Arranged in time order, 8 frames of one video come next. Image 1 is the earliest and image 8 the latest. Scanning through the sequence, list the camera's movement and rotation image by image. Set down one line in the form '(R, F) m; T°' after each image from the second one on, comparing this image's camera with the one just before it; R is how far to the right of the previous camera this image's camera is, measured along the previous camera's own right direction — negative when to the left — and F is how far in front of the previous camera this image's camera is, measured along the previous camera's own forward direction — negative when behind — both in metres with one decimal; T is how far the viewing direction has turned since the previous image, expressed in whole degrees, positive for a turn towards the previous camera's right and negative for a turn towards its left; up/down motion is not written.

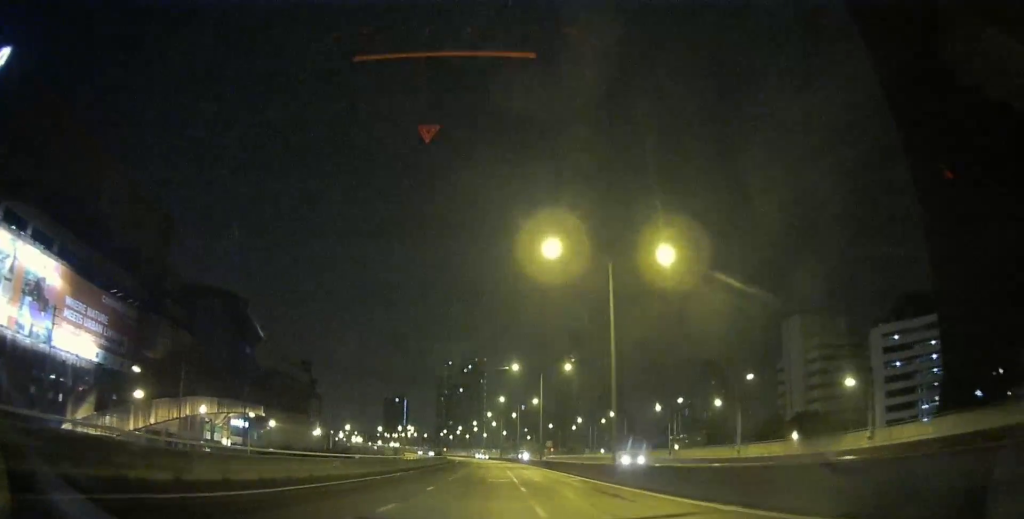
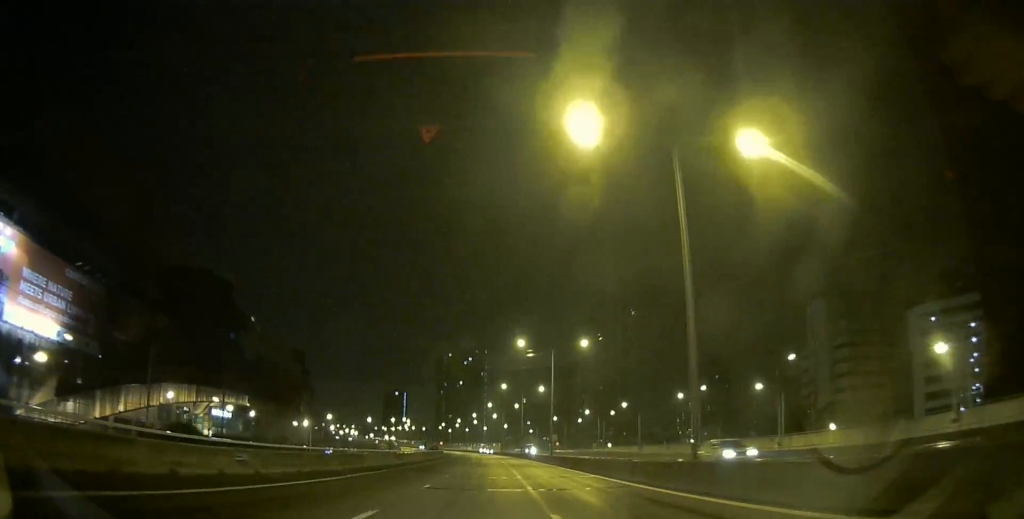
(0.0, +12.1) m; 0°
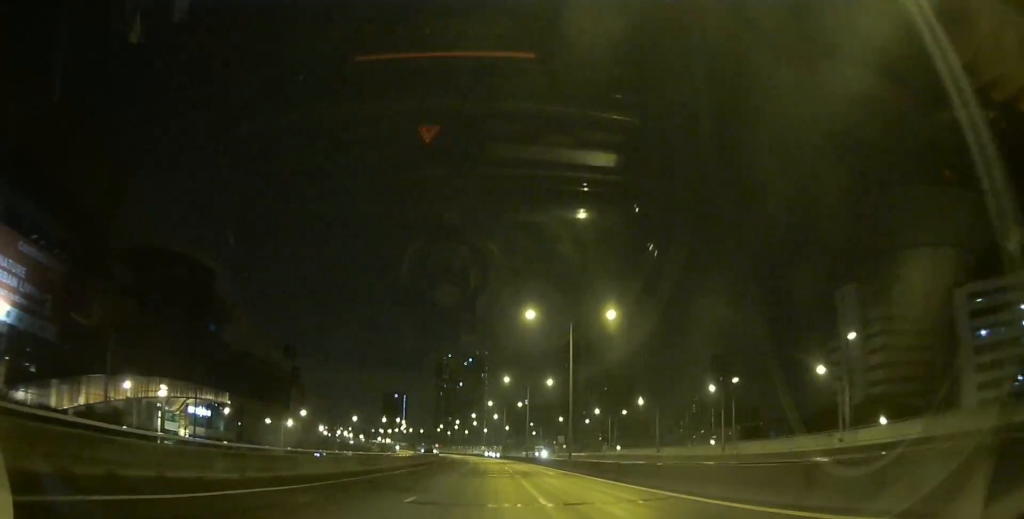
(0.0, +12.6) m; 0°
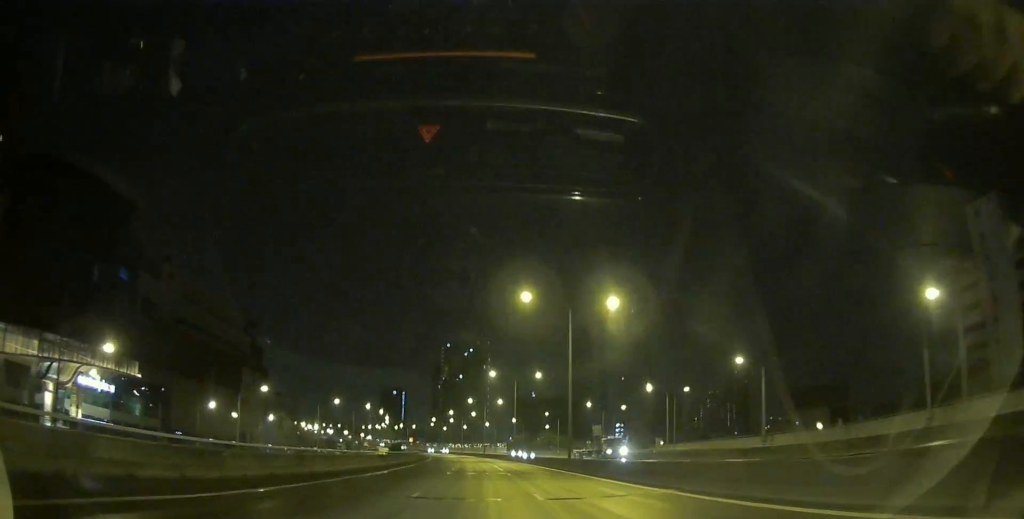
(0.0, +43.7) m; 0°
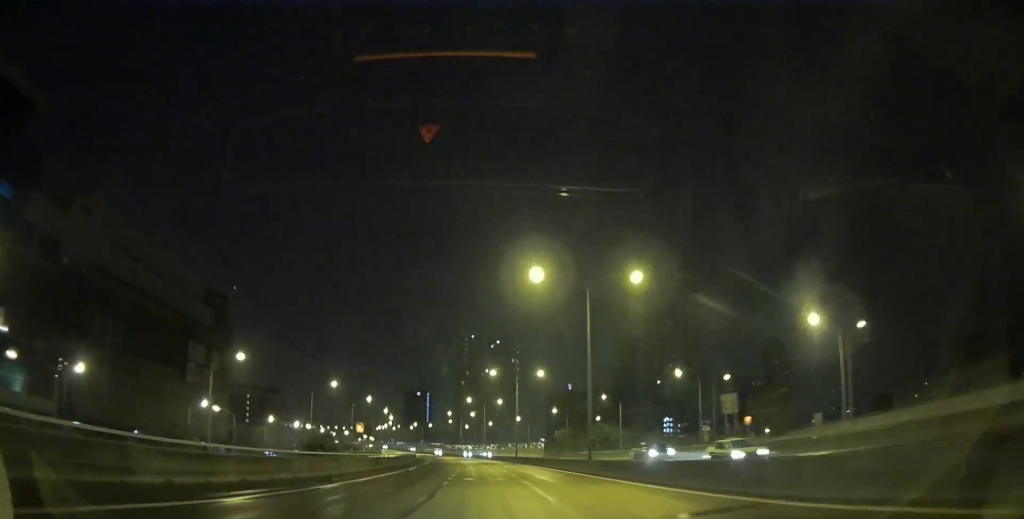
(-0.5, +44.1) m; -2°
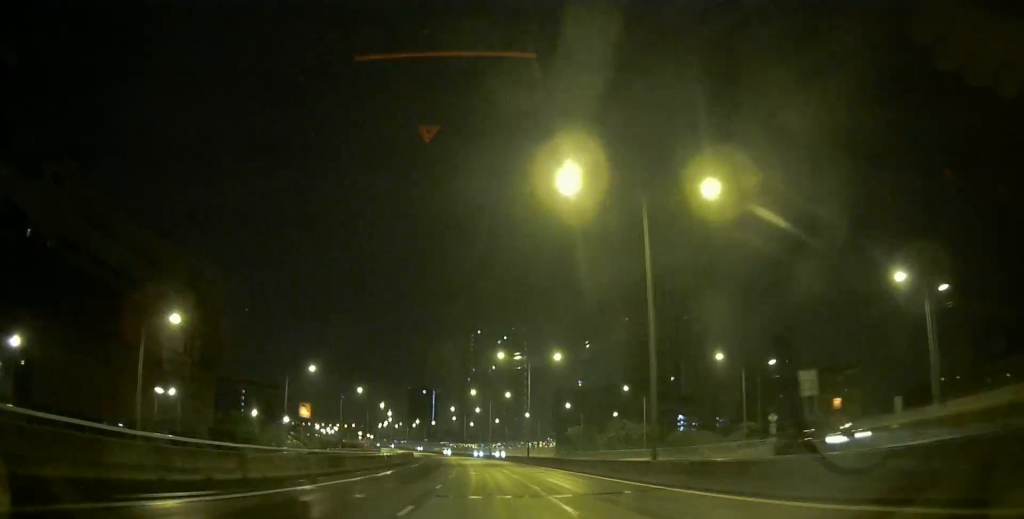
(-0.1, +12.8) m; -1°
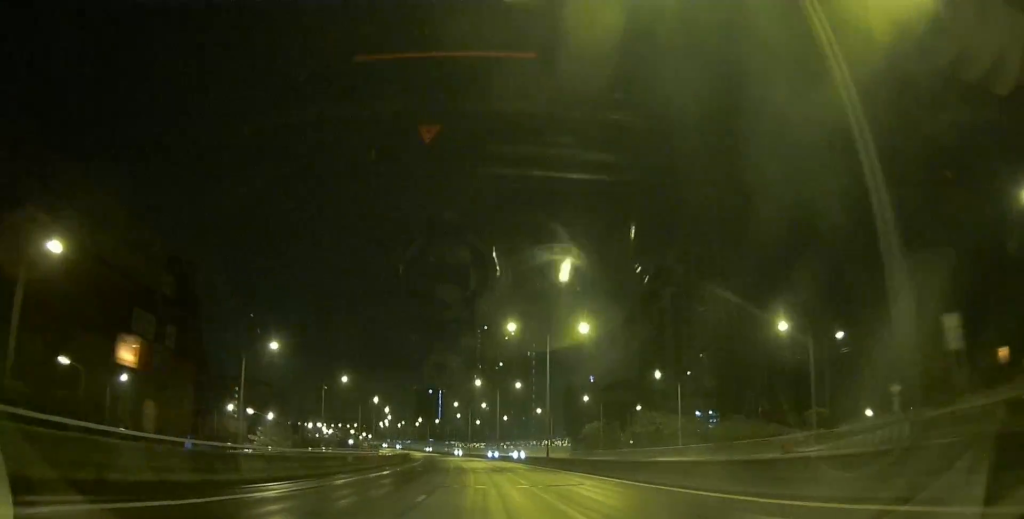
(0.0, +14.3) m; -1°
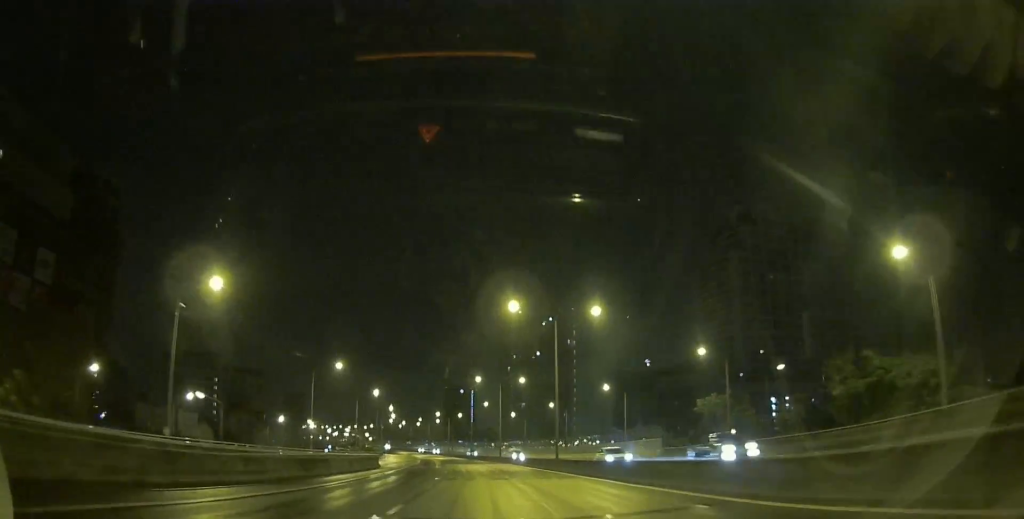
(-1.2, +46.9) m; -3°
